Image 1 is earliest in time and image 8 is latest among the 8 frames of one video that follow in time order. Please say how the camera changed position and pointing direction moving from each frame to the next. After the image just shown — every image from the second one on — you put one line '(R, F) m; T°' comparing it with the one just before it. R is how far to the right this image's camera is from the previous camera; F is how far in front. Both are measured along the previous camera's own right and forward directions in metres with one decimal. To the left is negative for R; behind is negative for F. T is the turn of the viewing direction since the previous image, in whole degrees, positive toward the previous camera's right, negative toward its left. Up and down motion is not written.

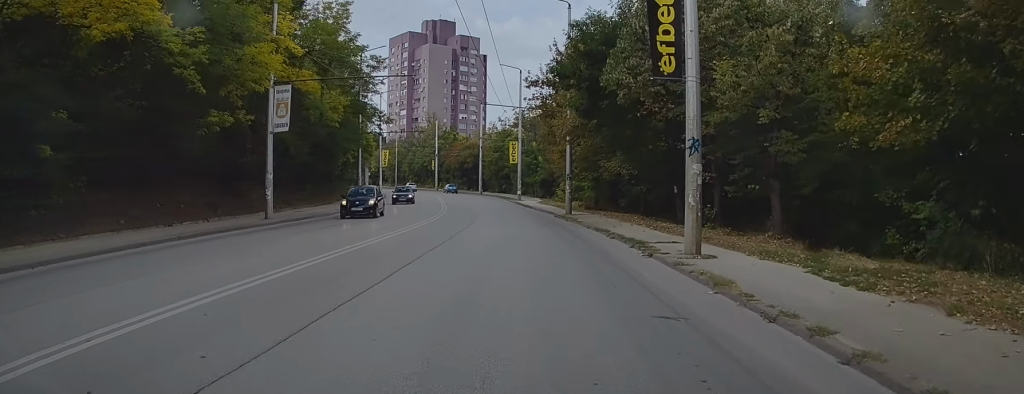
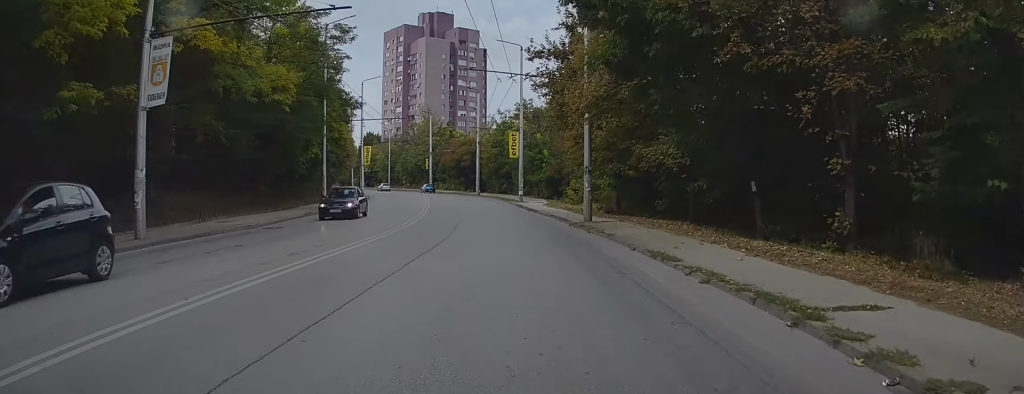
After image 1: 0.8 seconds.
(-0.1, +10.6) m; 0°
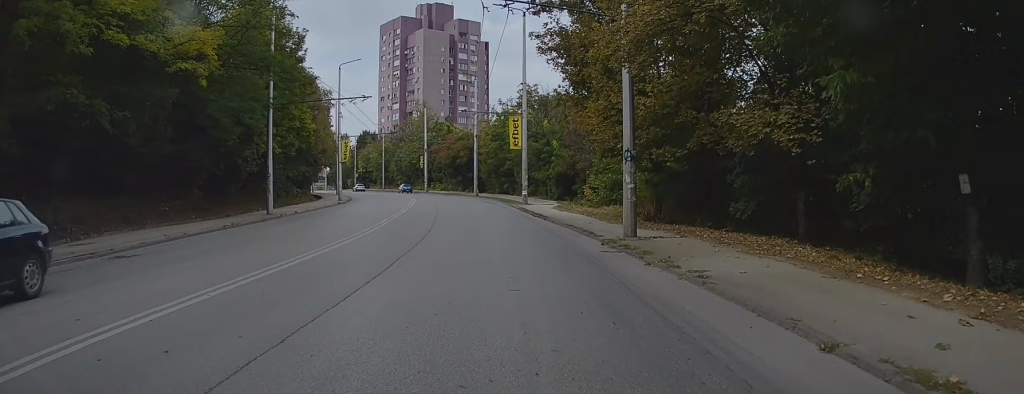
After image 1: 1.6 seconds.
(0.0, +10.6) m; 0°
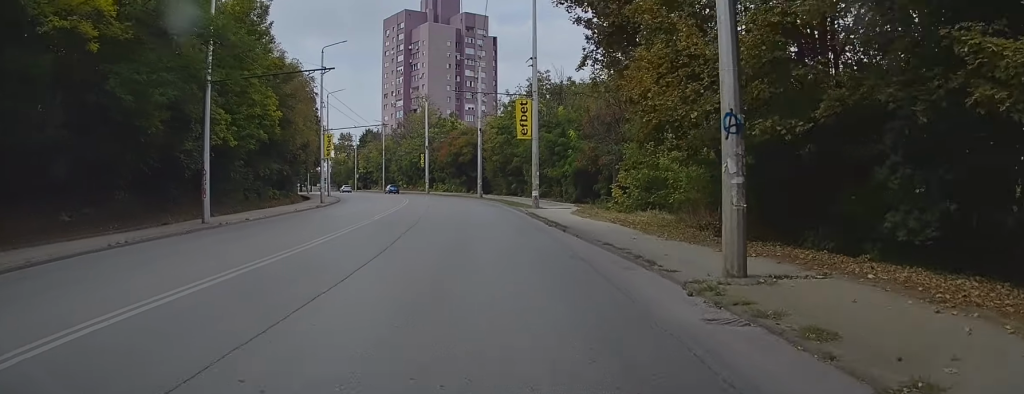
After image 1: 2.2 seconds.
(0.0, +8.4) m; -1°
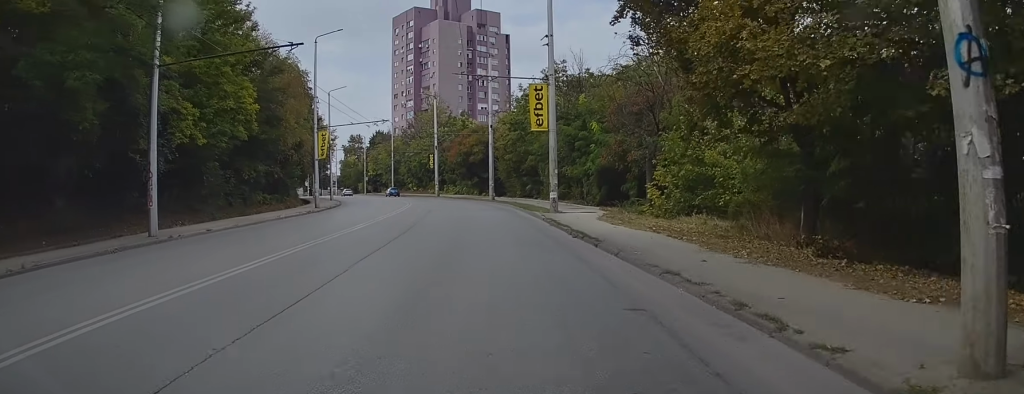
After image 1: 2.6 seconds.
(0.0, +5.3) m; -1°
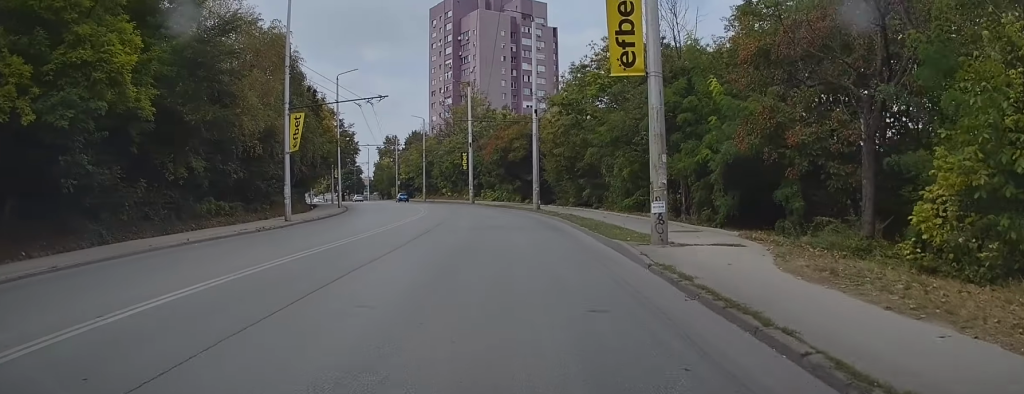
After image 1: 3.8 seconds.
(-0.4, +14.9) m; -4°
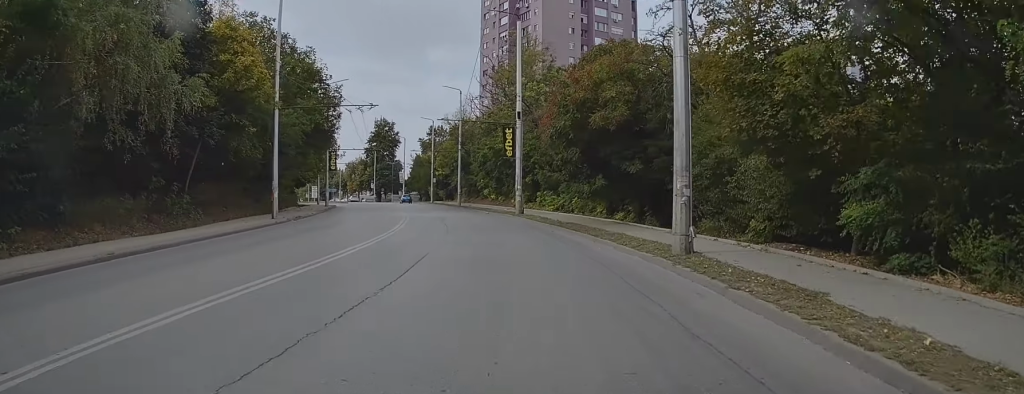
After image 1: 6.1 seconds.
(-1.3, +29.6) m; -3°
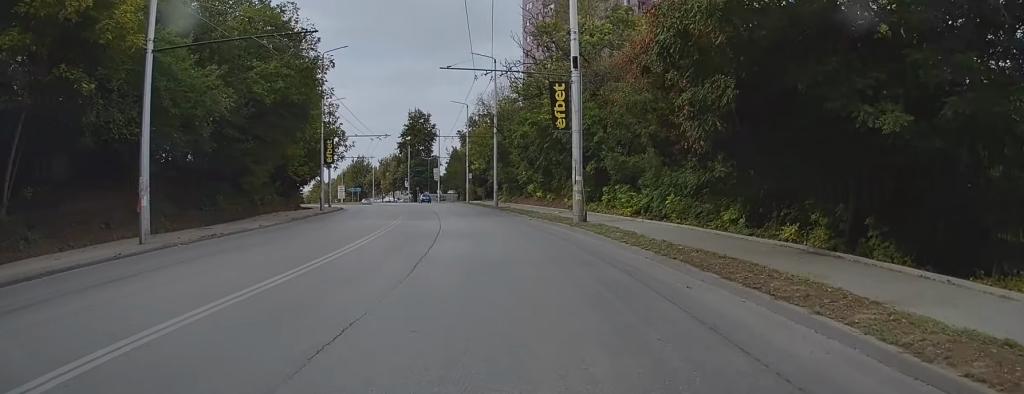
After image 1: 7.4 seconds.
(-0.4, +16.5) m; -4°
